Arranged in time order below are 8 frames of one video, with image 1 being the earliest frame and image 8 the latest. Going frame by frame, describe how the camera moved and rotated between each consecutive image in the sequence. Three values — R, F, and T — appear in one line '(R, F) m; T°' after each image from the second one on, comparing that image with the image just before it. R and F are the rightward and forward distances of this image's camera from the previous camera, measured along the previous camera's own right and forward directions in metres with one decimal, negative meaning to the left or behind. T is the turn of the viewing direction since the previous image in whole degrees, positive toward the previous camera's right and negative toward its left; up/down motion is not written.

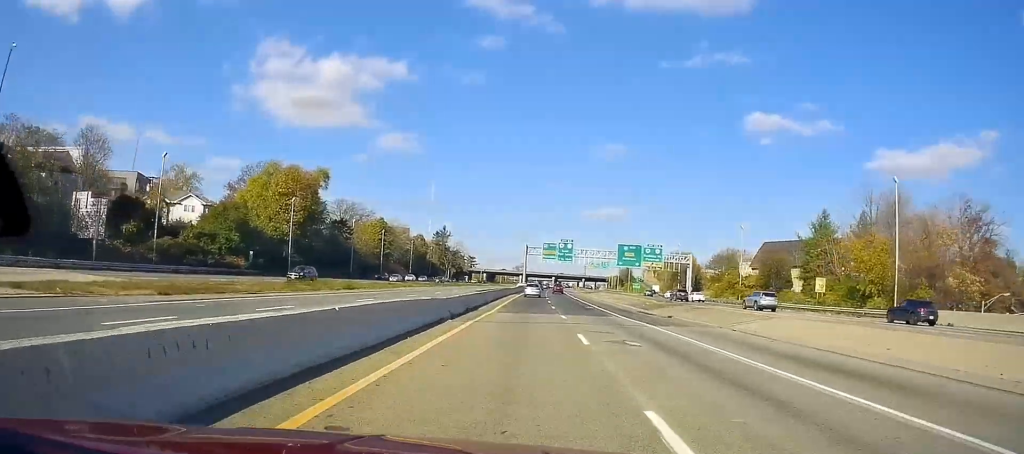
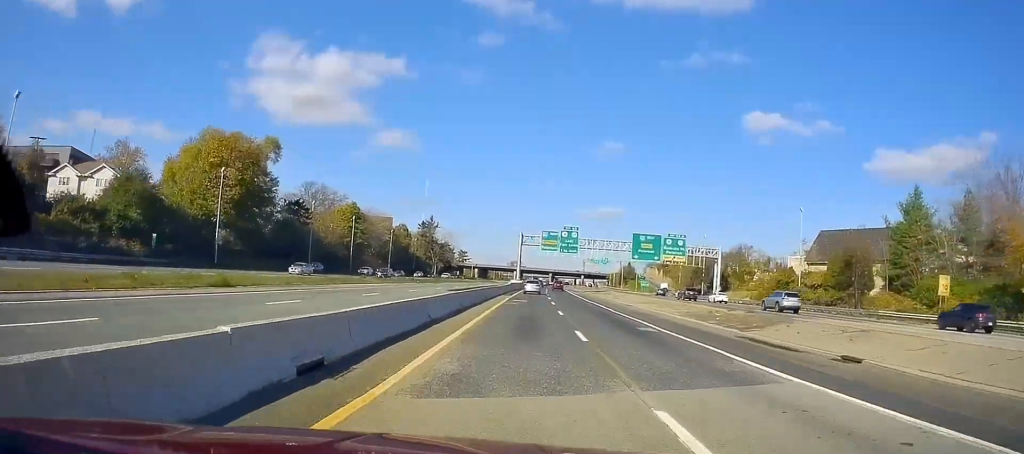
(0.0, +23.0) m; +1°
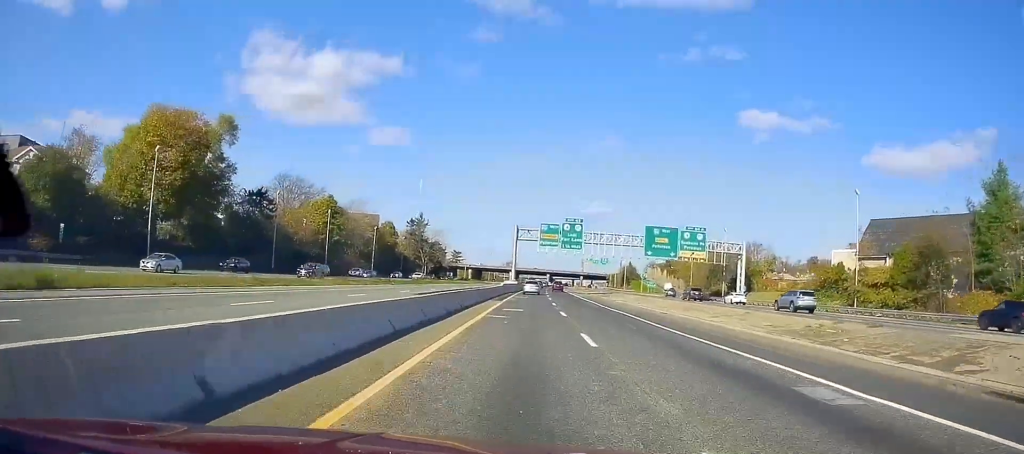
(+0.3, +14.6) m; 0°
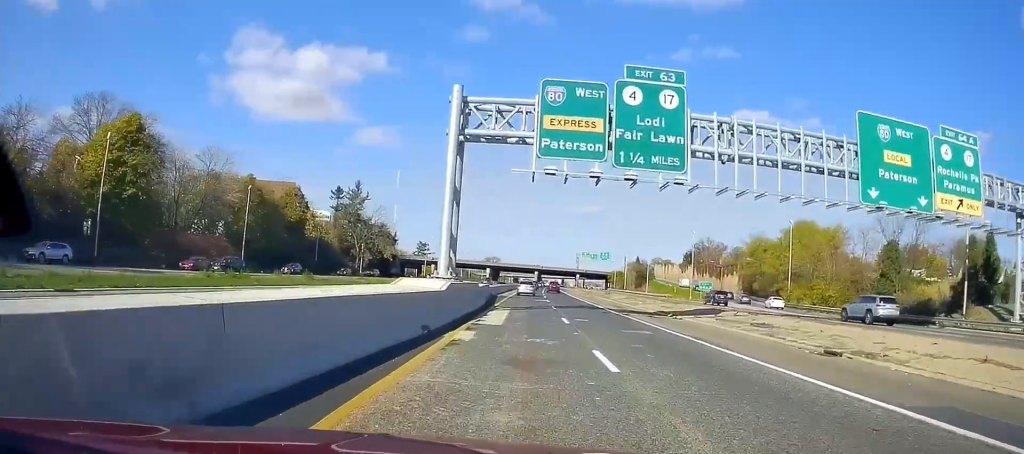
(+0.1, +65.0) m; +1°
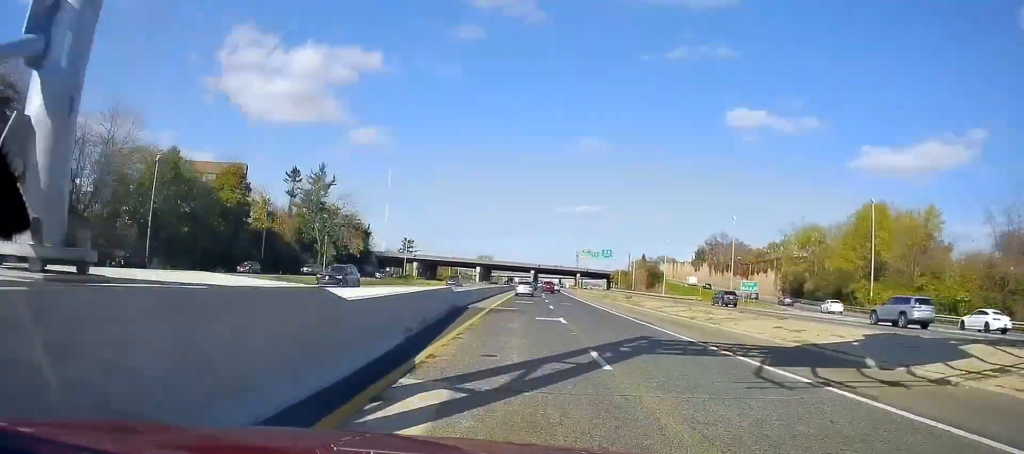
(+0.3, +24.0) m; 0°
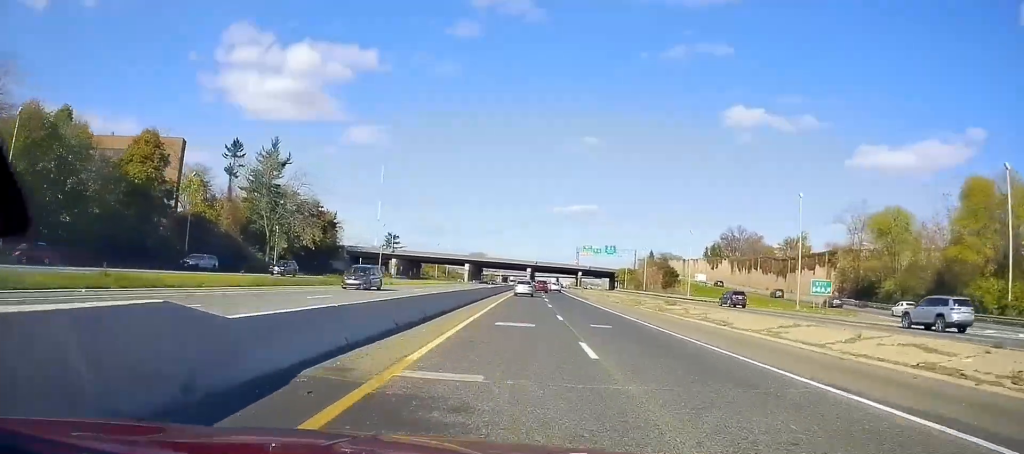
(+0.1, +23.1) m; 0°
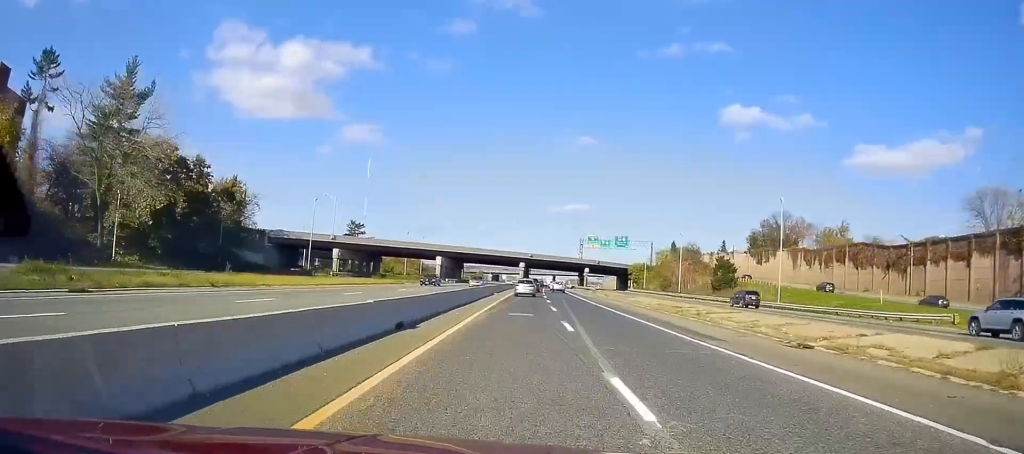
(0.0, +42.3) m; +1°
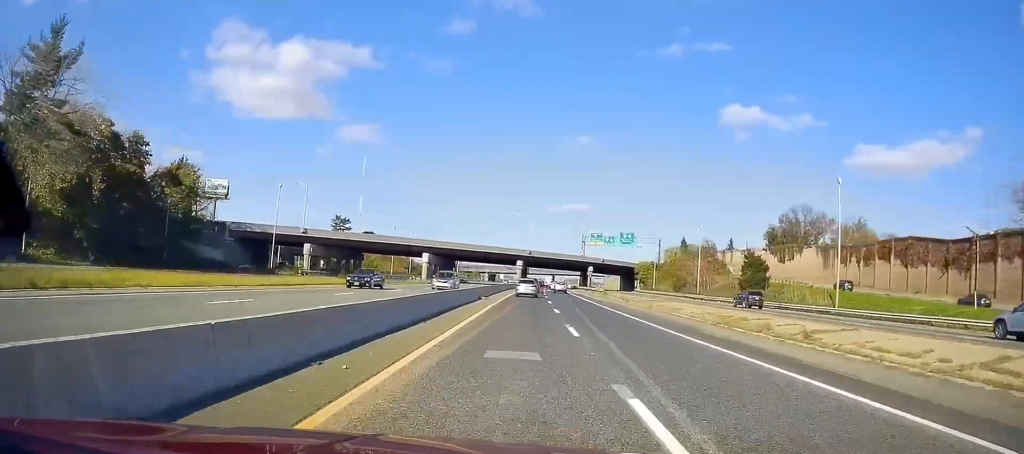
(0.0, +14.1) m; 0°
